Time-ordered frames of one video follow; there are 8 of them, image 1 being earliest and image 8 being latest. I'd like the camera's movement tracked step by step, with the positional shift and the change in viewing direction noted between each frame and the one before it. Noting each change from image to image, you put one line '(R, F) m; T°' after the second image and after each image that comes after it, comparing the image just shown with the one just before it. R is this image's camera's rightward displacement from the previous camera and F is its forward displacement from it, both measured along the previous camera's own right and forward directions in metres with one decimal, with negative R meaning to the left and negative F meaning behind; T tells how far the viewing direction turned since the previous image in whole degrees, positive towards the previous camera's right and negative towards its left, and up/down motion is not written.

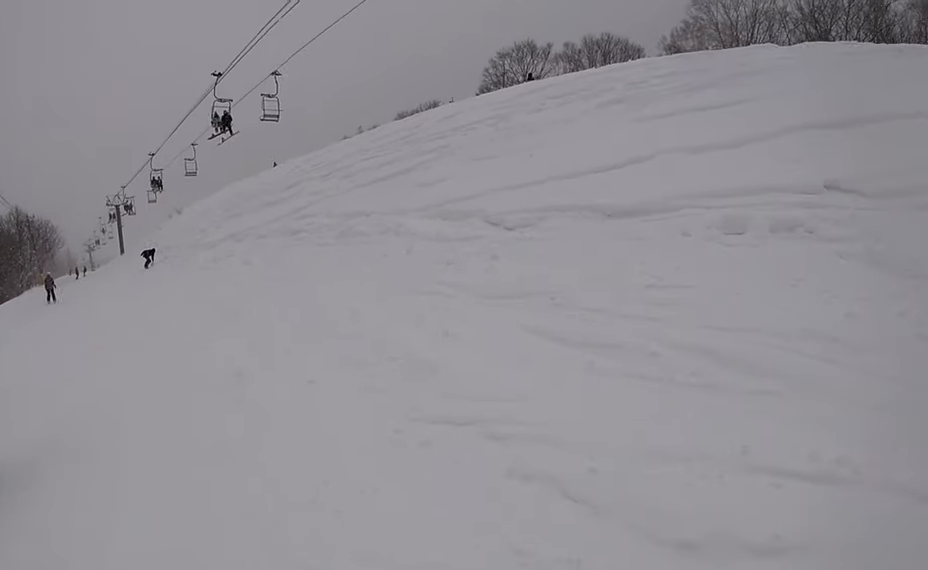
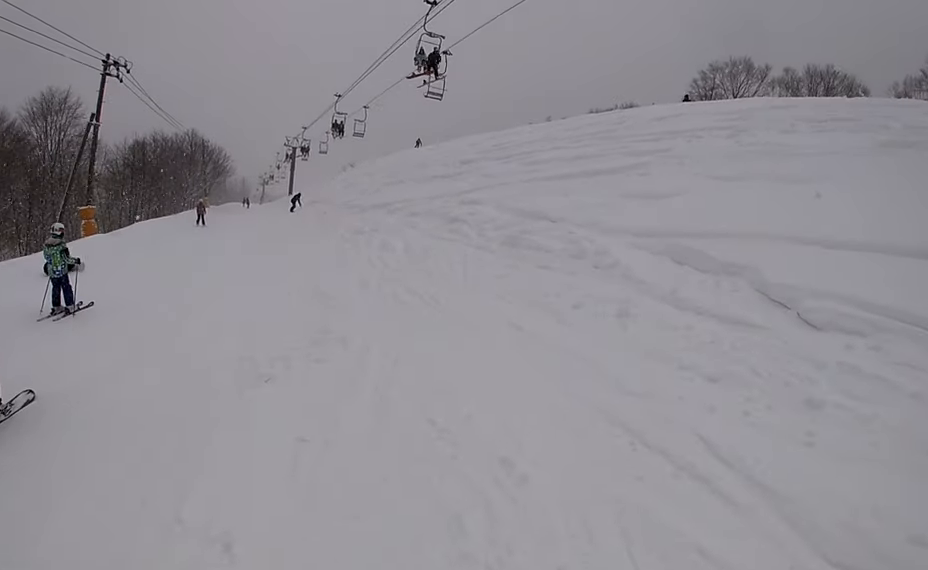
(+0.4, +3.7) m; -12°
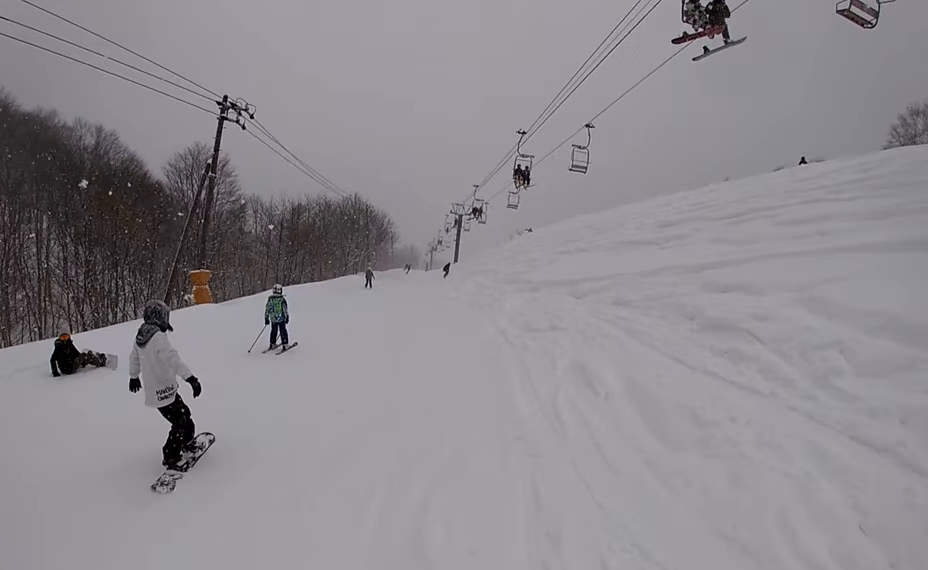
(-2.3, +5.2) m; -22°
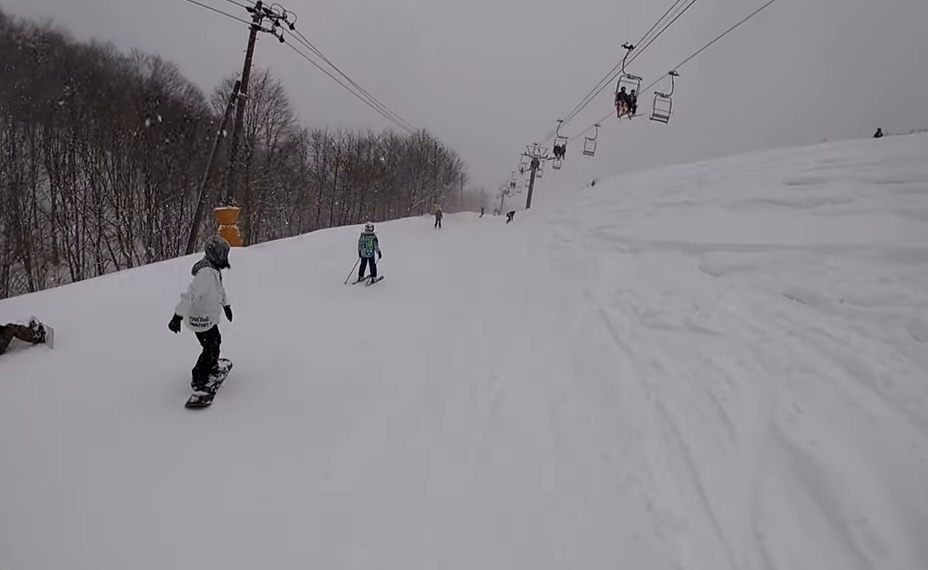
(+0.4, +3.7) m; 0°
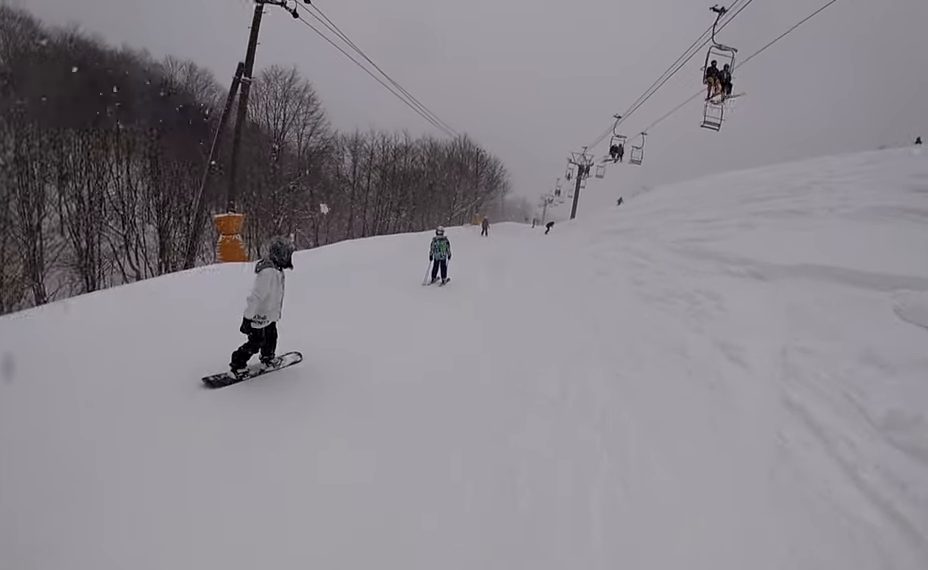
(-0.2, +3.6) m; -5°
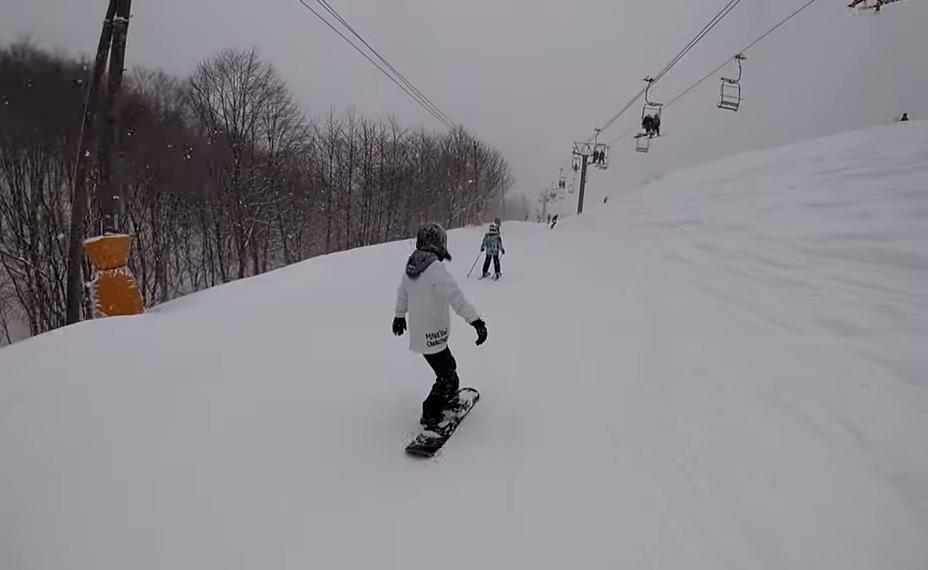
(-0.1, +5.6) m; +1°
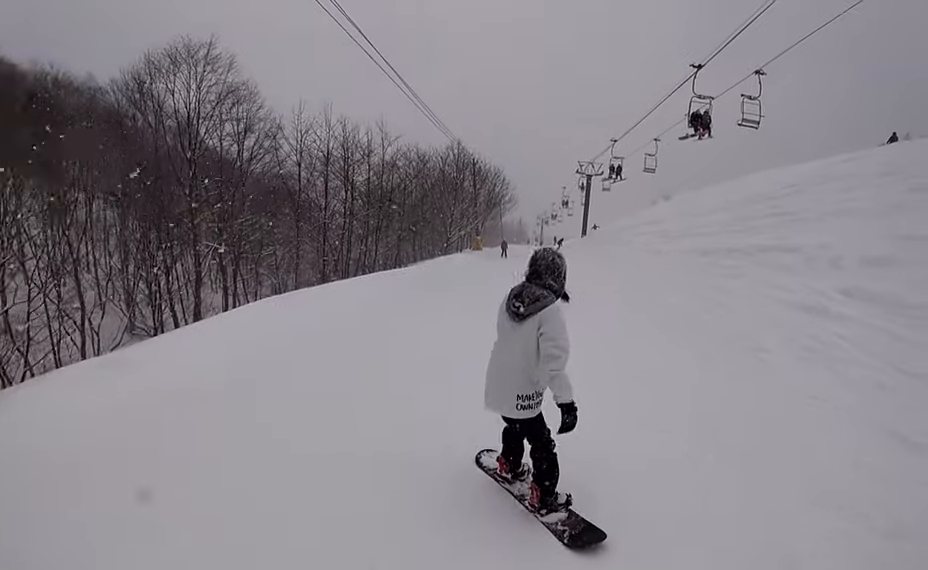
(+0.1, +4.8) m; +5°
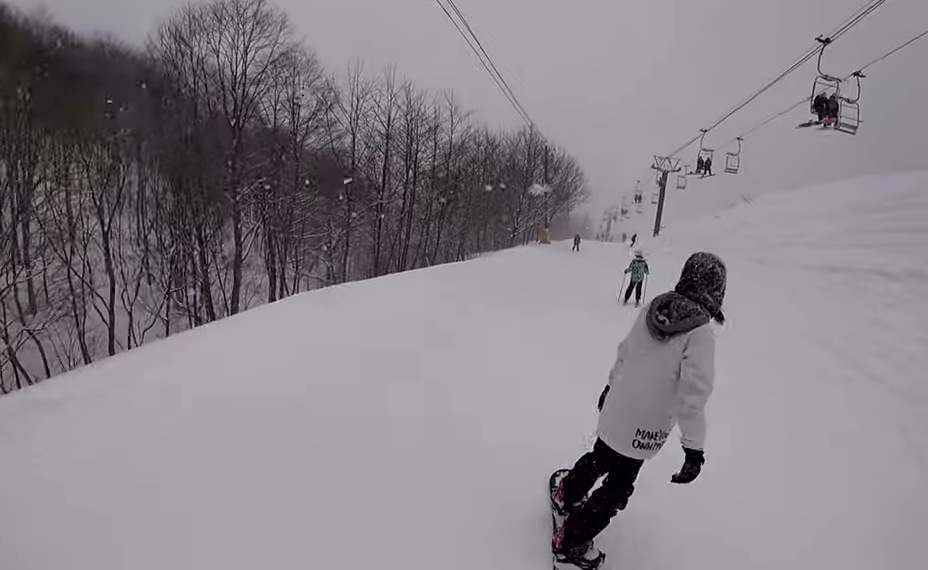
(-0.5, +2.5) m; +6°
